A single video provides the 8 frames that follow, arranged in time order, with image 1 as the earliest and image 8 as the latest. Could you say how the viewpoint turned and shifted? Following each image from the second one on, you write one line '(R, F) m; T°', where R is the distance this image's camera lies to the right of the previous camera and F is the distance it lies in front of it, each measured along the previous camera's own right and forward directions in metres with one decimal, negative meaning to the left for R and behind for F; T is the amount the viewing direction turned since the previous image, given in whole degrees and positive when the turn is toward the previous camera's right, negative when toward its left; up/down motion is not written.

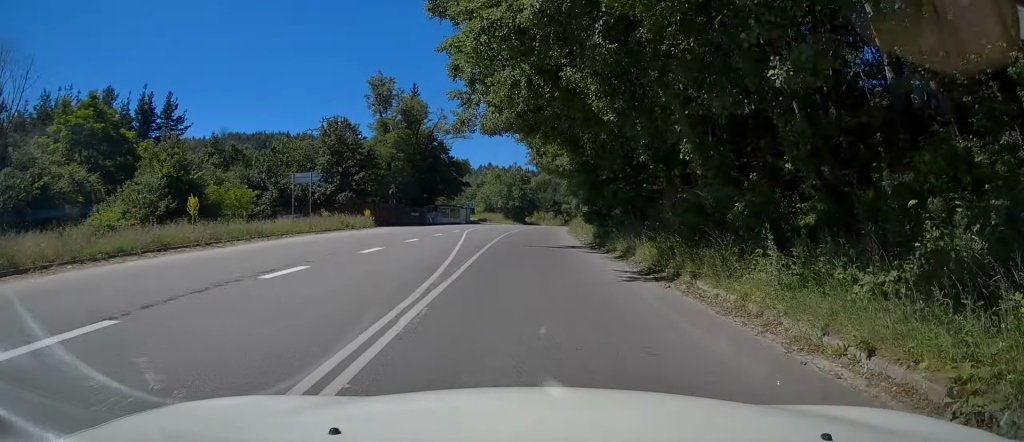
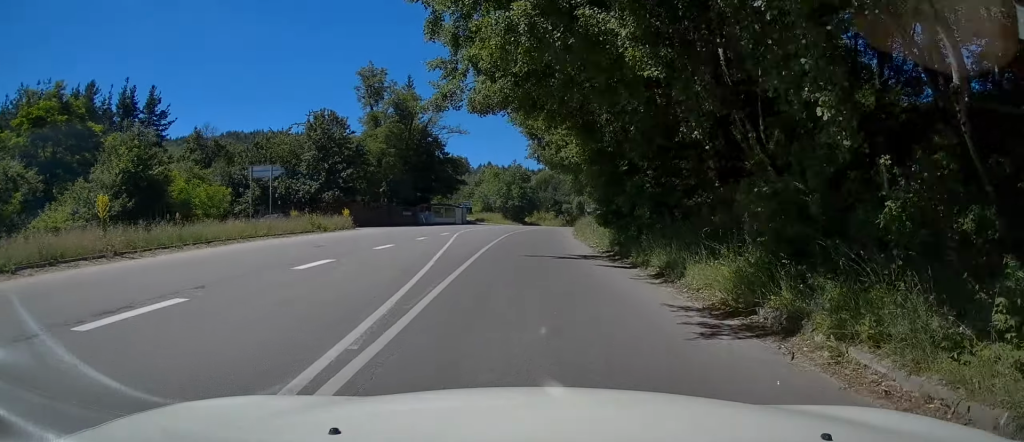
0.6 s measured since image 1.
(-0.2, +4.7) m; -1°
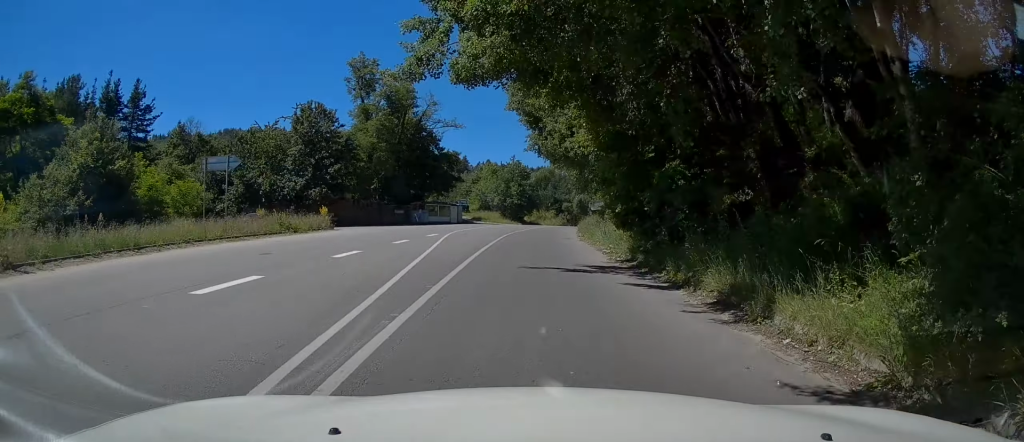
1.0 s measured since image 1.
(-0.2, +3.7) m; -1°
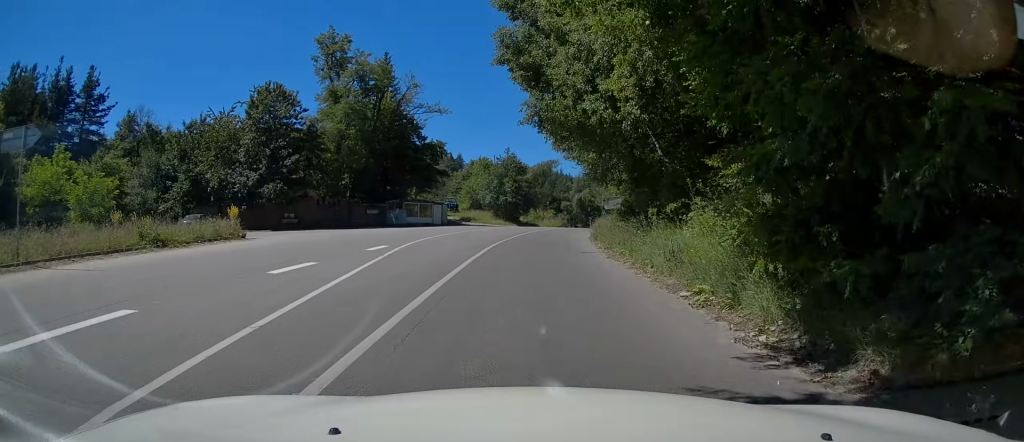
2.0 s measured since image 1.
(+0.1, +9.3) m; +3°
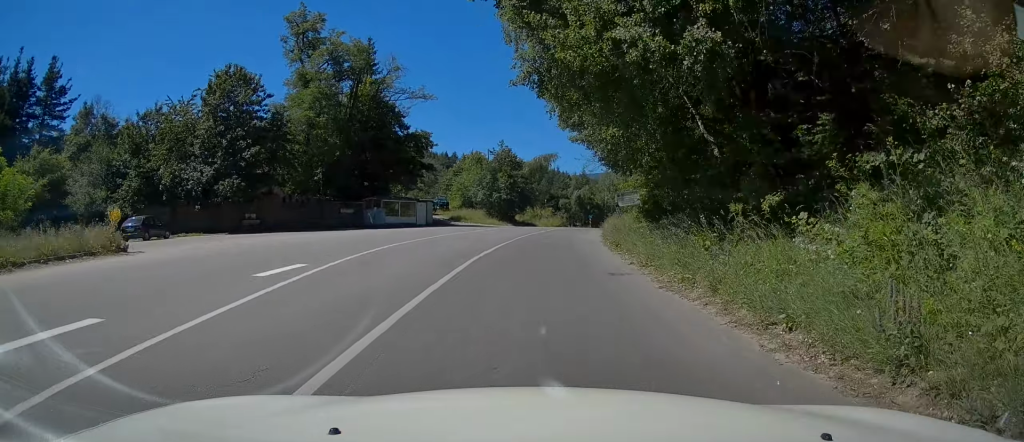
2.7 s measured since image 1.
(+0.2, +6.5) m; +1°
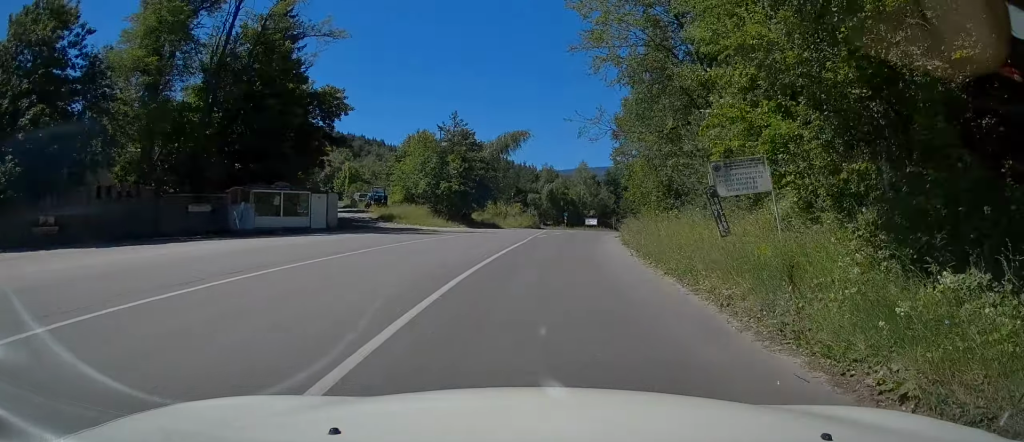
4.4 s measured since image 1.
(+0.2, +17.3) m; +2°
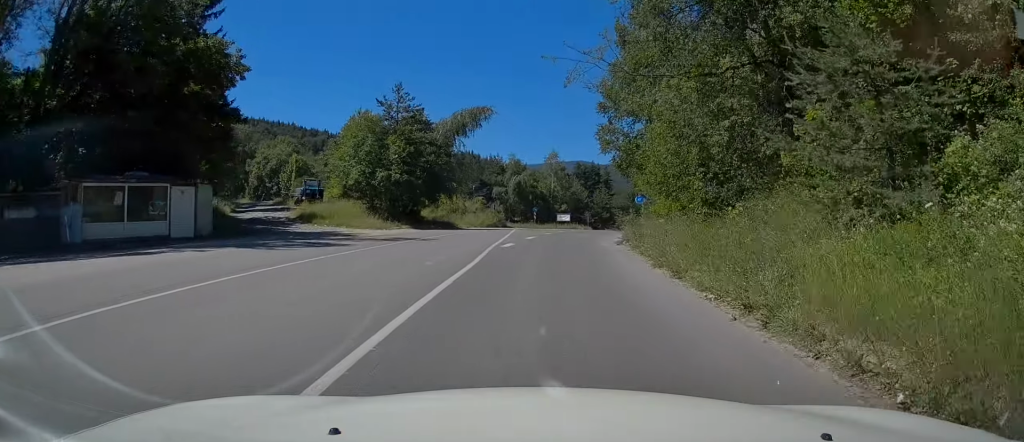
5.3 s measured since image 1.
(+0.2, +10.2) m; +3°
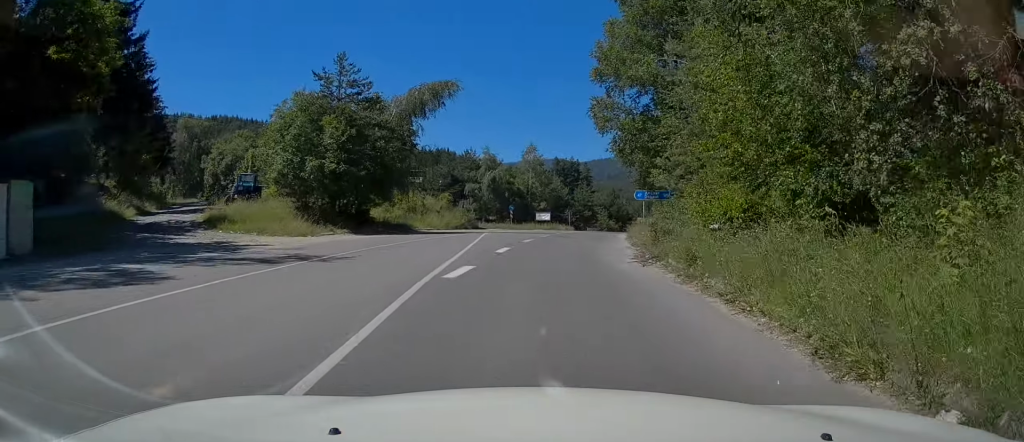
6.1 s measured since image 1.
(+0.1, +8.6) m; +2°
